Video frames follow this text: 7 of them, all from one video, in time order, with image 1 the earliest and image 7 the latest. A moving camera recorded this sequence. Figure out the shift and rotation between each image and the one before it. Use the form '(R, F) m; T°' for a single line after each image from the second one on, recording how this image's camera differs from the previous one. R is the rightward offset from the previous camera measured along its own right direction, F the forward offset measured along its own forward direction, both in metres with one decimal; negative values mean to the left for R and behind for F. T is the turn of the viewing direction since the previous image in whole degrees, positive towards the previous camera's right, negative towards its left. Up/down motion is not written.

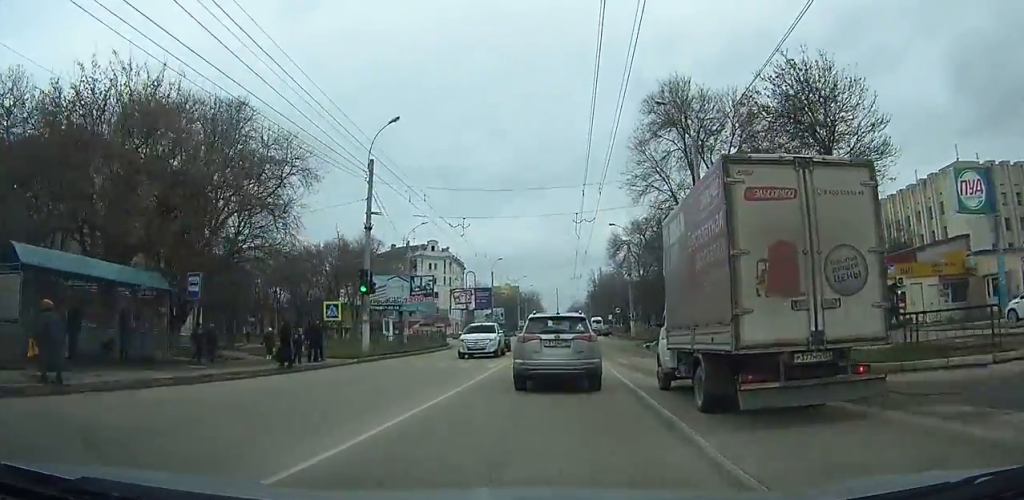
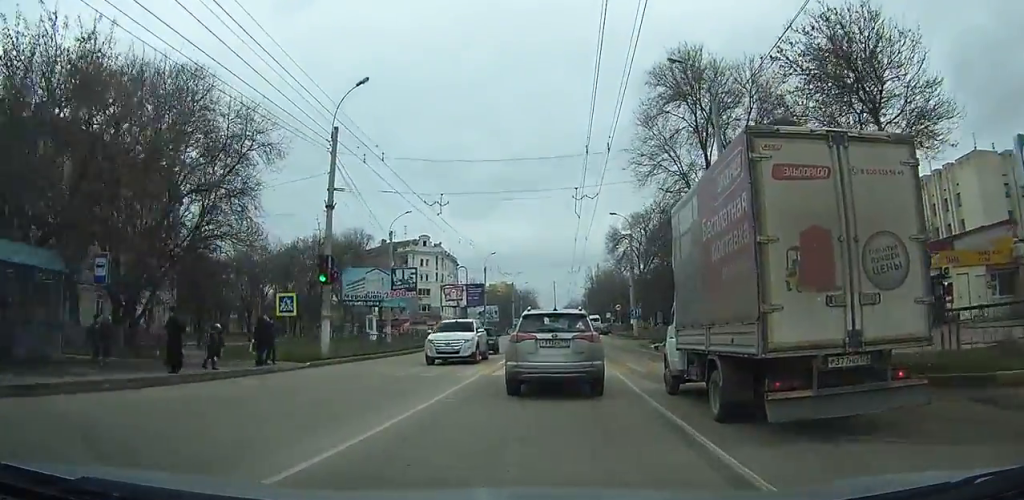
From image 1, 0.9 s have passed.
(0.0, +5.8) m; -1°
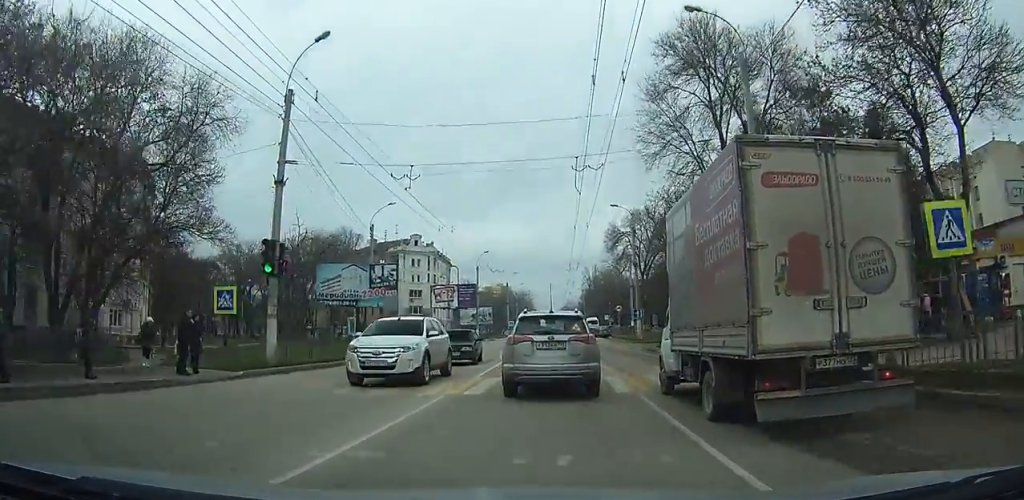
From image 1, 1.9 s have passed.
(+0.1, +5.8) m; -1°
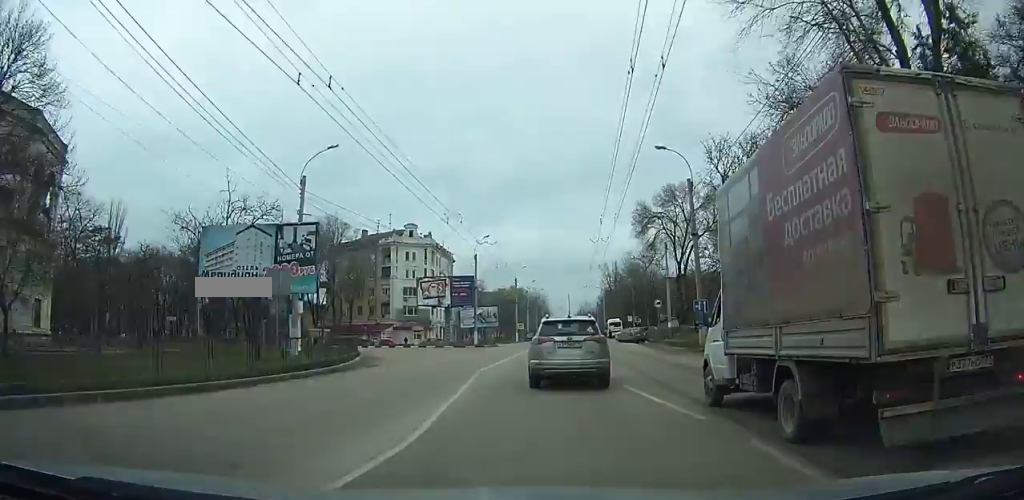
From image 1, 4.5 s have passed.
(-0.7, +19.5) m; -3°
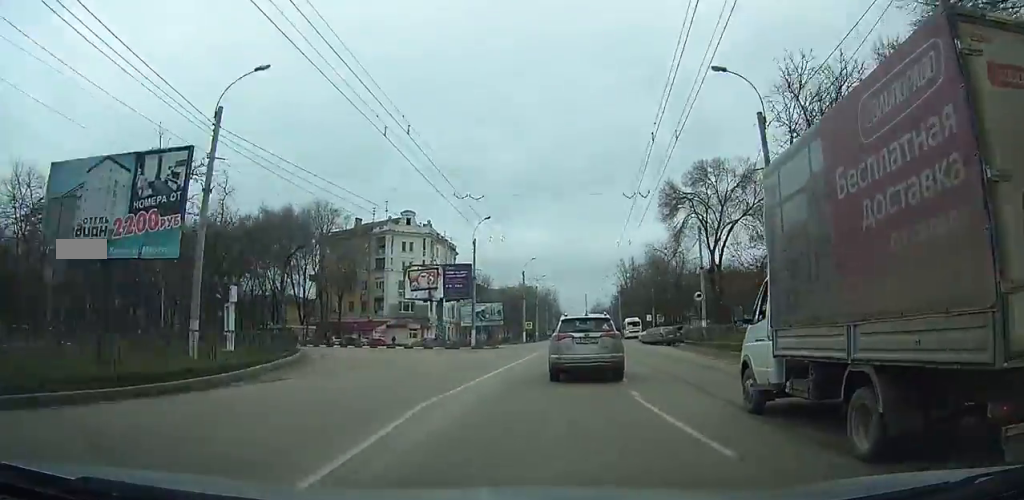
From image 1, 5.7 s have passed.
(-0.1, +10.7) m; -1°
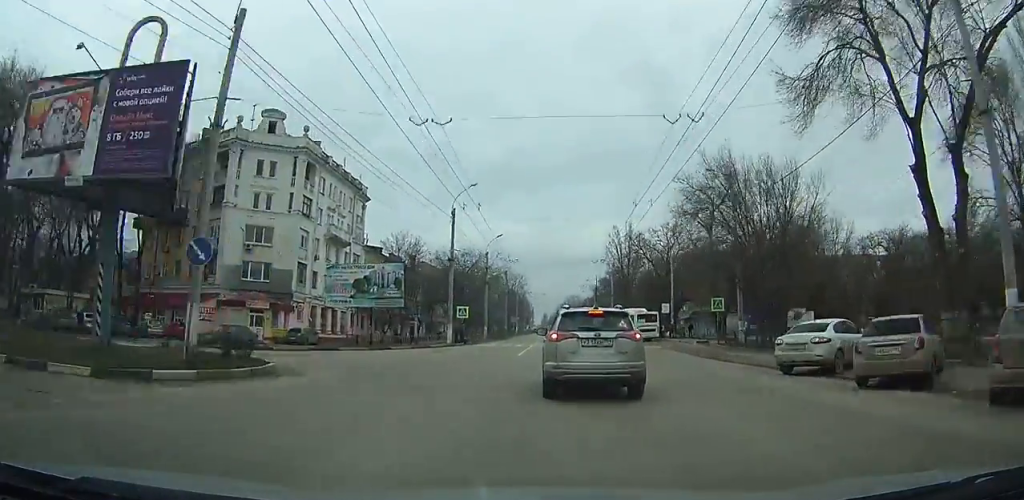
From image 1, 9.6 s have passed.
(+0.3, +33.3) m; +3°
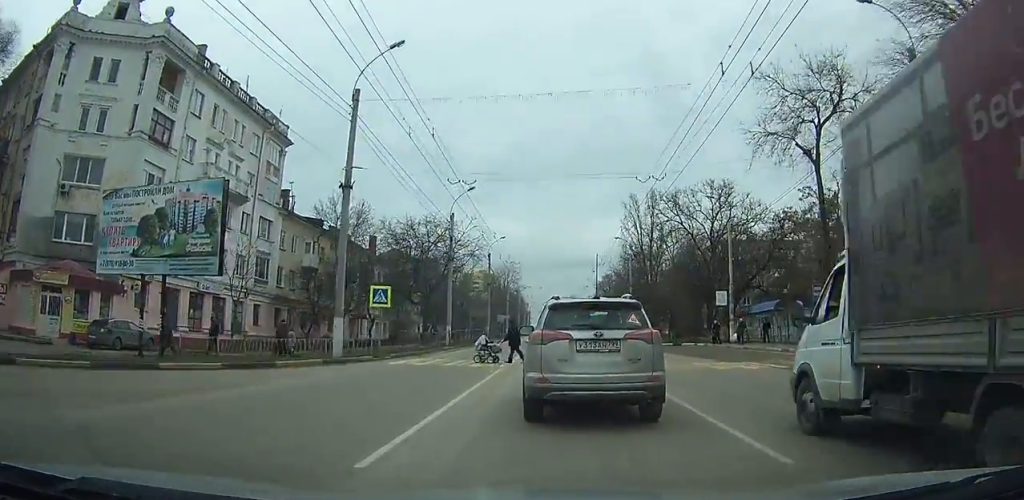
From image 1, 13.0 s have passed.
(+0.2, +21.8) m; -1°
